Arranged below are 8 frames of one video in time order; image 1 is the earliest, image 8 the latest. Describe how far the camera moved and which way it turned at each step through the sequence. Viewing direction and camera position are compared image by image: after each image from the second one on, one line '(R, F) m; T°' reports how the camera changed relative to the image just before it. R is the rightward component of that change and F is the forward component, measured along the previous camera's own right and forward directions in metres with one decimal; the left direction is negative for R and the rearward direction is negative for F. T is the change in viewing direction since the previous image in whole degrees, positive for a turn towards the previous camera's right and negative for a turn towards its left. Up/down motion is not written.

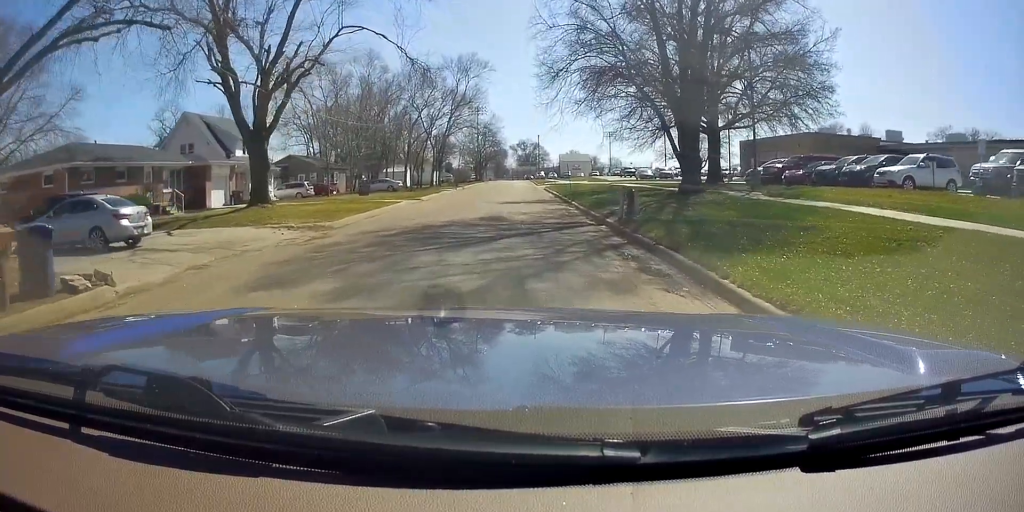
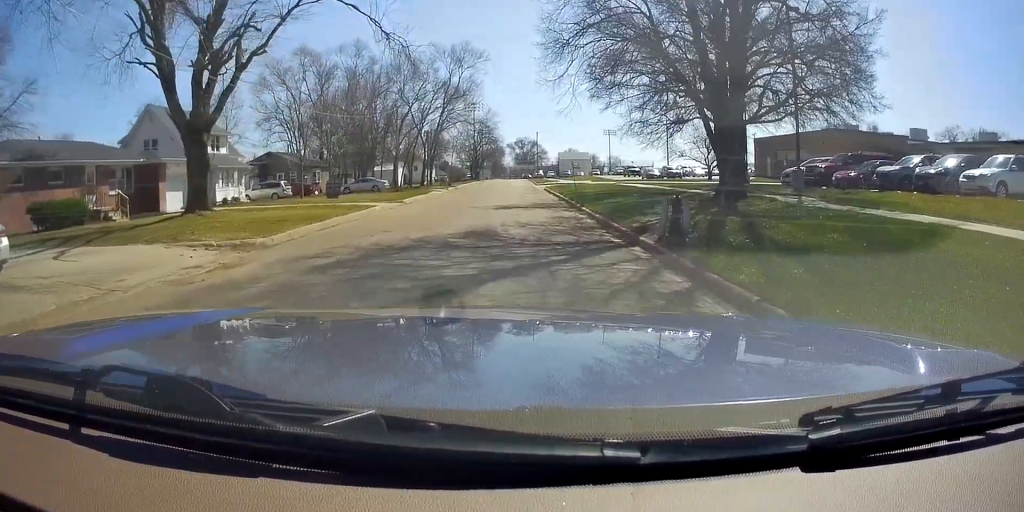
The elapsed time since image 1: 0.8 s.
(0.0, +5.5) m; 0°
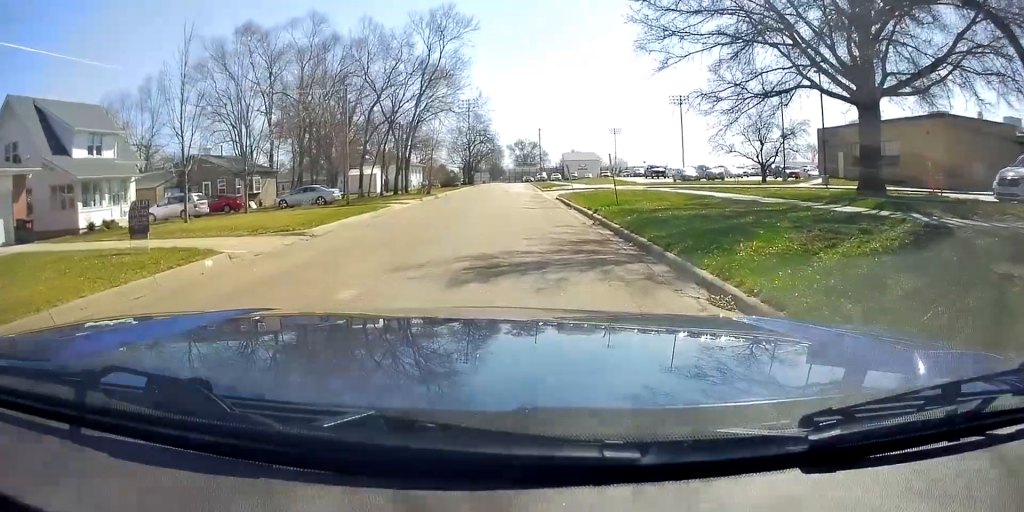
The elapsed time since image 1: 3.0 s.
(0.0, +16.2) m; 0°
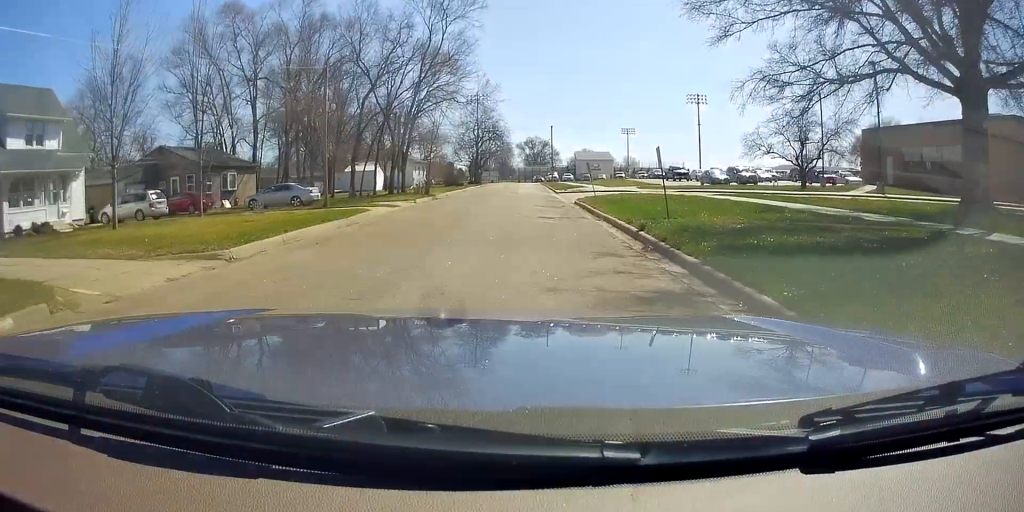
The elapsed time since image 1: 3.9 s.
(0.0, +6.5) m; 0°
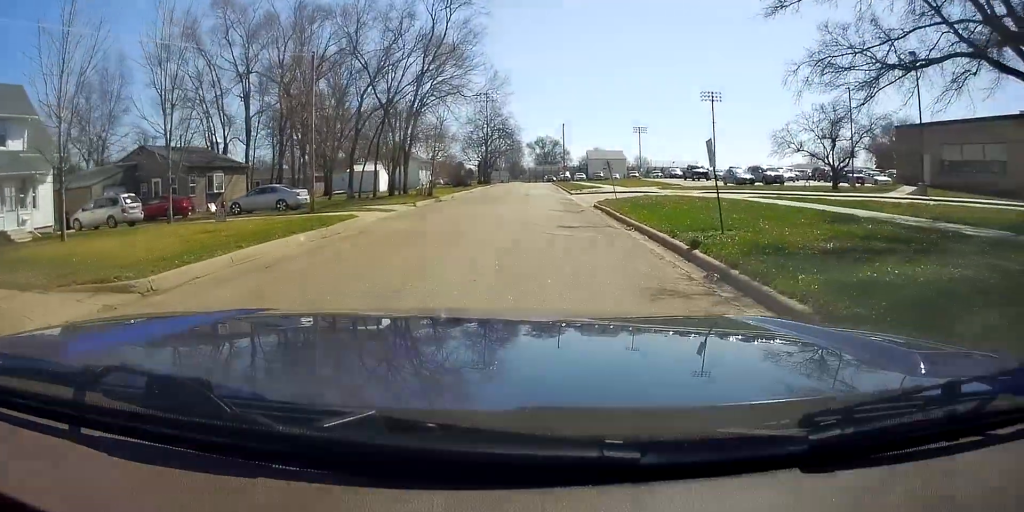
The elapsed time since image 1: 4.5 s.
(0.0, +3.6) m; 0°
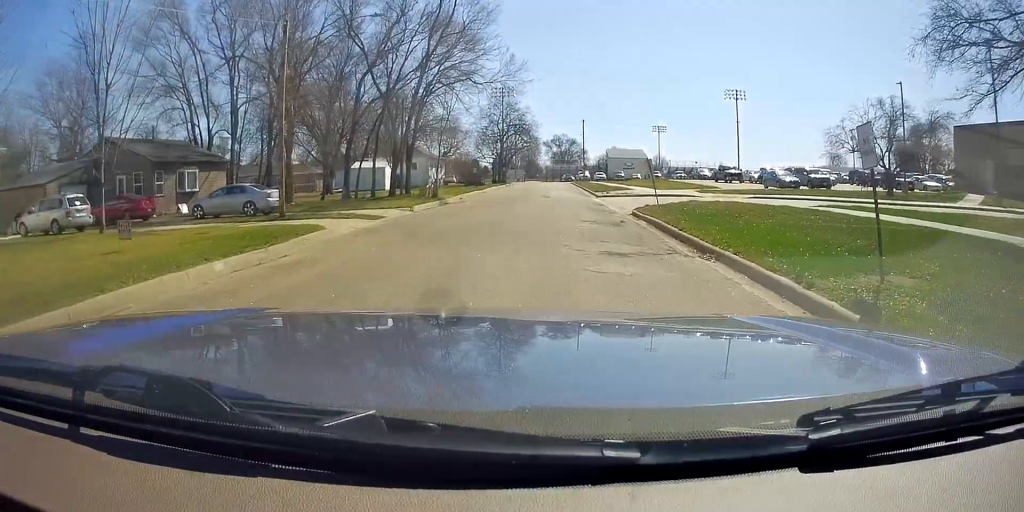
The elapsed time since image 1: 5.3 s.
(0.0, +5.9) m; -4°
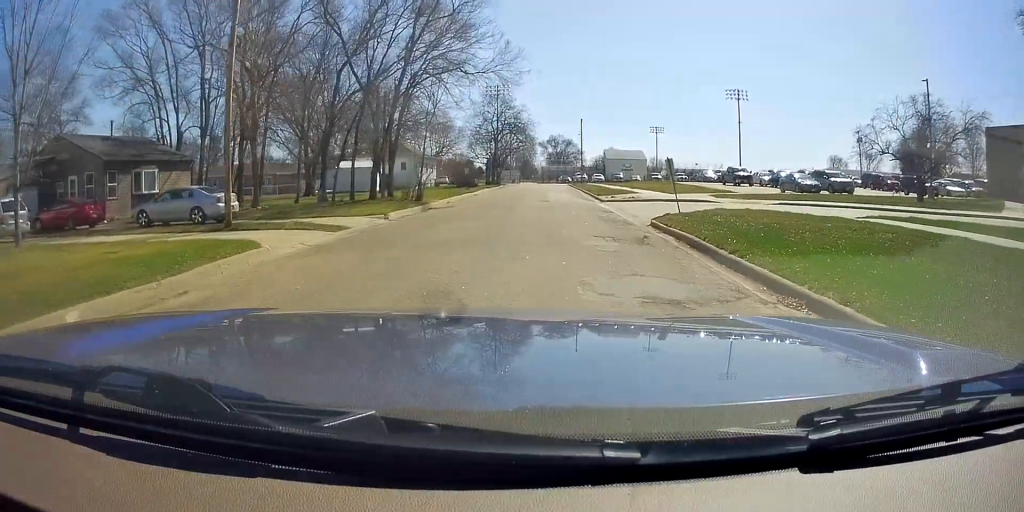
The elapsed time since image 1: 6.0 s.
(-0.1, +4.3) m; -1°
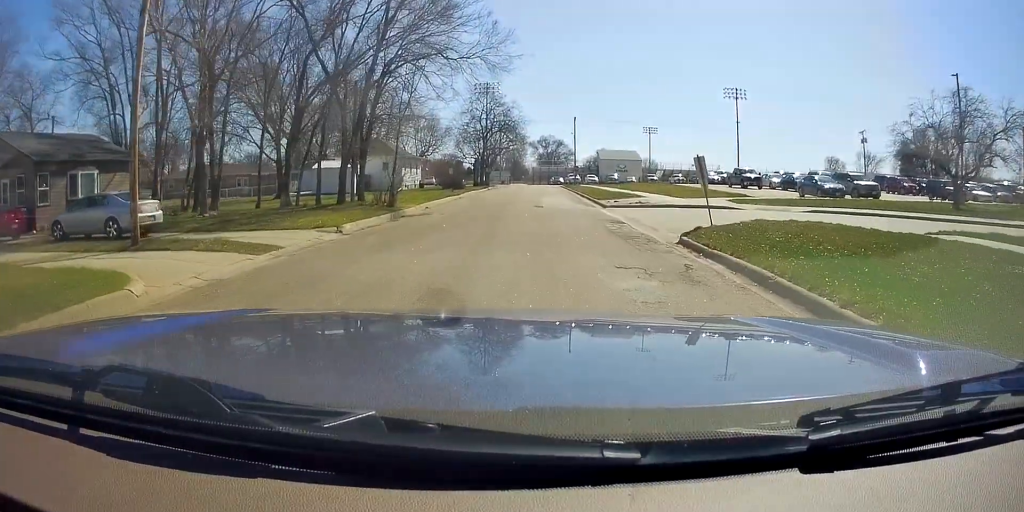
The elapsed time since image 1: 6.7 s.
(-0.7, +4.9) m; +5°
